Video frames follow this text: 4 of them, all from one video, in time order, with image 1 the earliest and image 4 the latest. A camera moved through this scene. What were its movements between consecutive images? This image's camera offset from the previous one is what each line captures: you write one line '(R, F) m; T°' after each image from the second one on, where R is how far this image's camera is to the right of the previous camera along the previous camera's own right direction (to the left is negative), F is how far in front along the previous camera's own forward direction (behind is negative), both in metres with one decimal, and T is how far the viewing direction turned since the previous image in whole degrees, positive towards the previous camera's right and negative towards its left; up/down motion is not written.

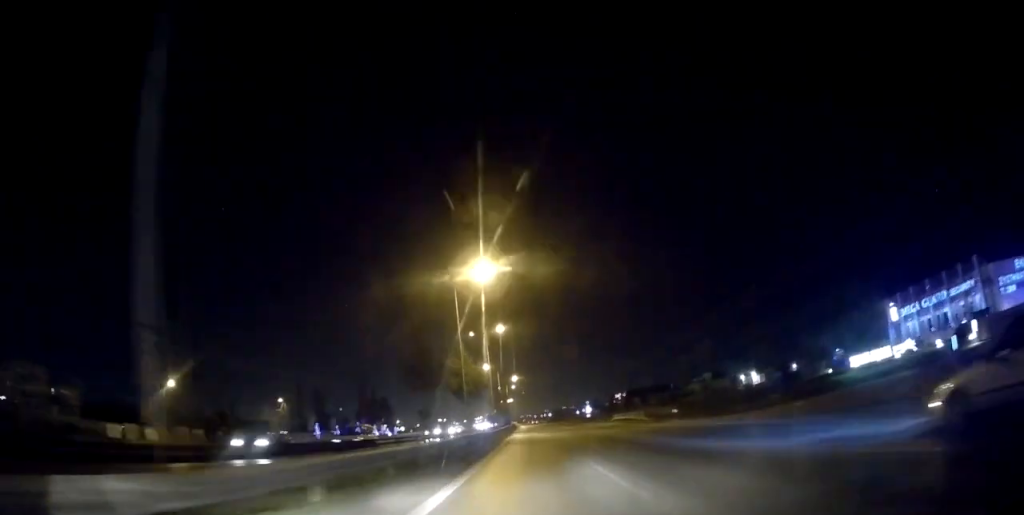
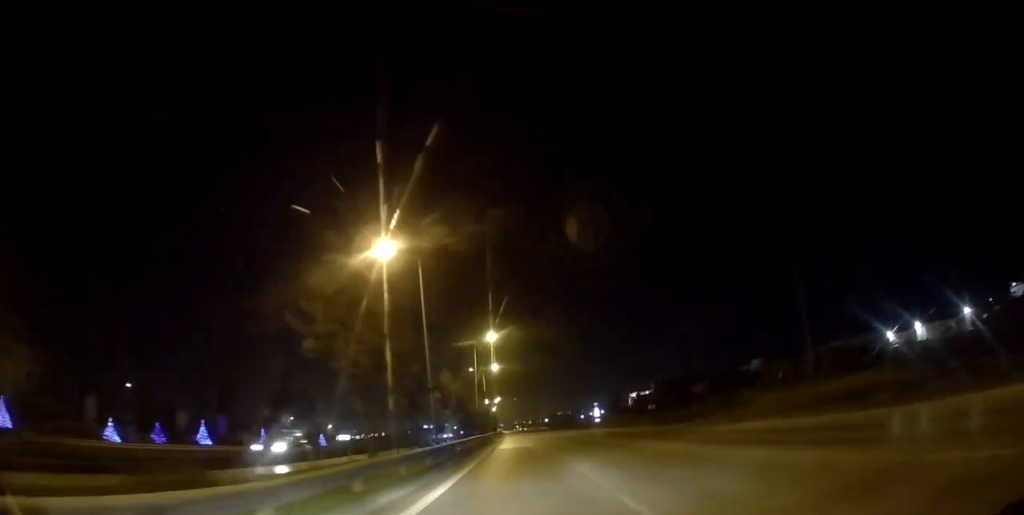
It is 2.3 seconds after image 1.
(+0.7, +78.8) m; +1°
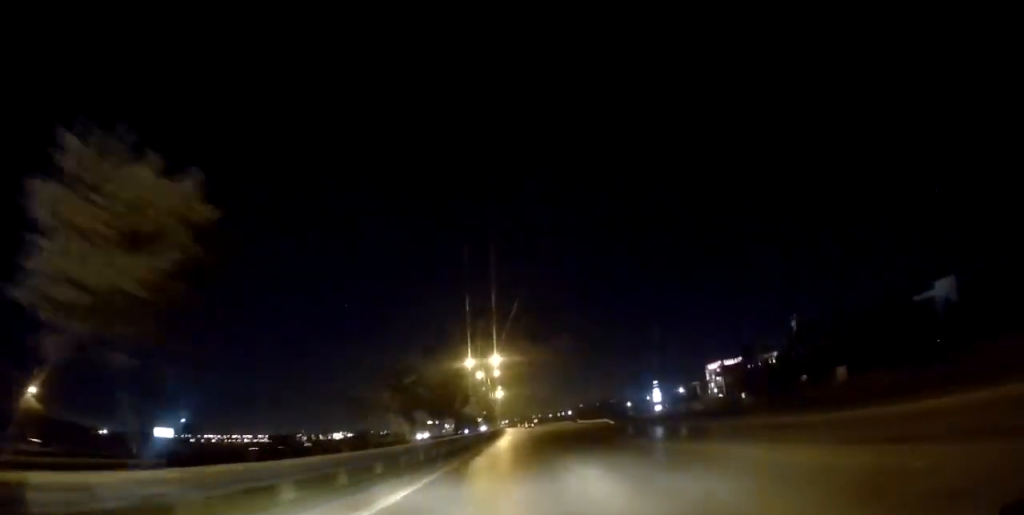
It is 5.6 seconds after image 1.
(-2.0, +110.8) m; -2°
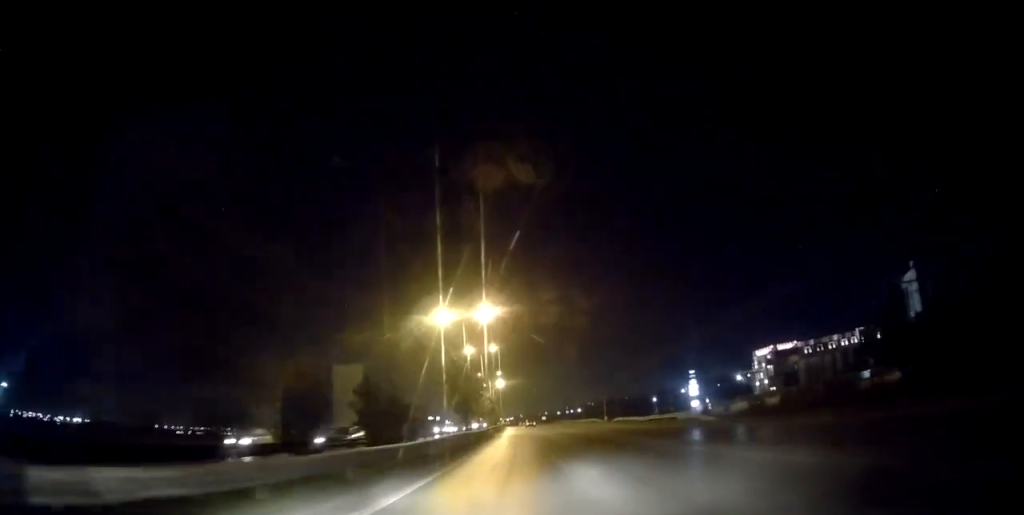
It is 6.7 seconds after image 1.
(0.0, +39.6) m; 0°
